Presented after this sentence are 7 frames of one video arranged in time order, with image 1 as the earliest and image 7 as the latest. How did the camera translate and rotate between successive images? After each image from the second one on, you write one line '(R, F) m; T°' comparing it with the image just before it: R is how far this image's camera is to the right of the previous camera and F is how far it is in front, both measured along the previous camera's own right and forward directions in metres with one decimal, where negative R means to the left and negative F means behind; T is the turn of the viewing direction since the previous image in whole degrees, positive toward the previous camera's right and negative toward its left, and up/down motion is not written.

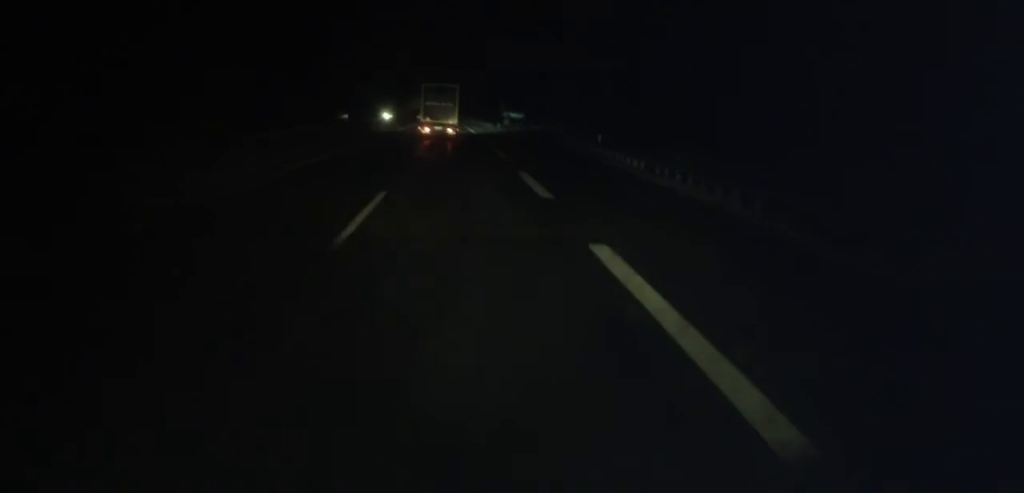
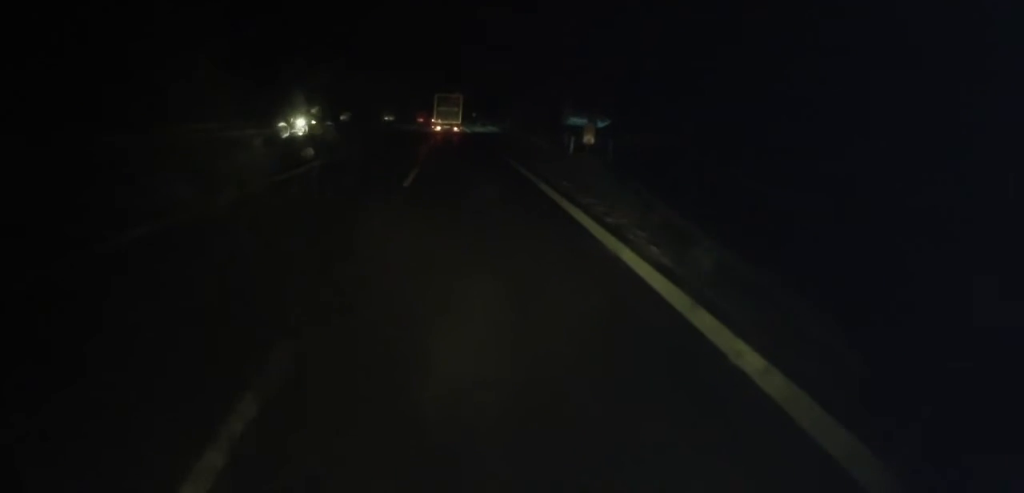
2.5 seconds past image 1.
(-1.0, +45.2) m; 0°
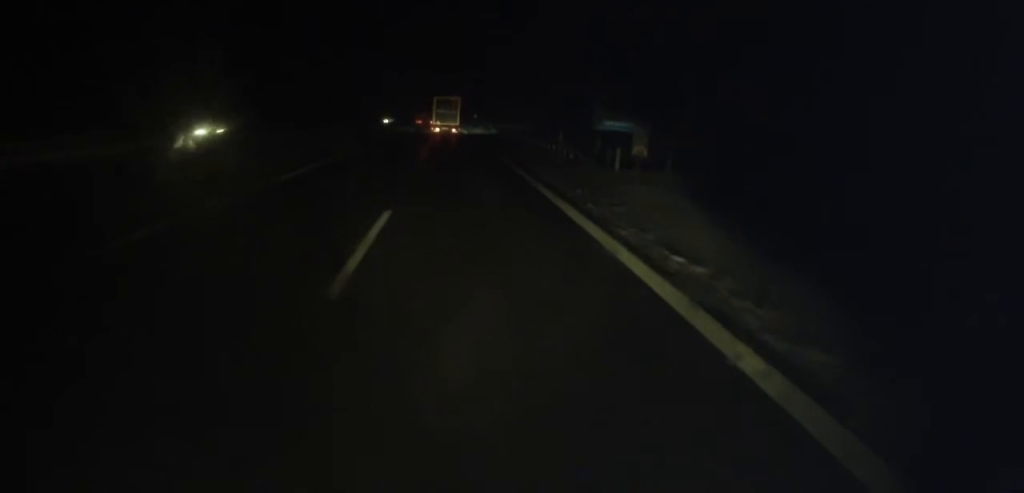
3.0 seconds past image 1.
(+0.2, +9.8) m; 0°
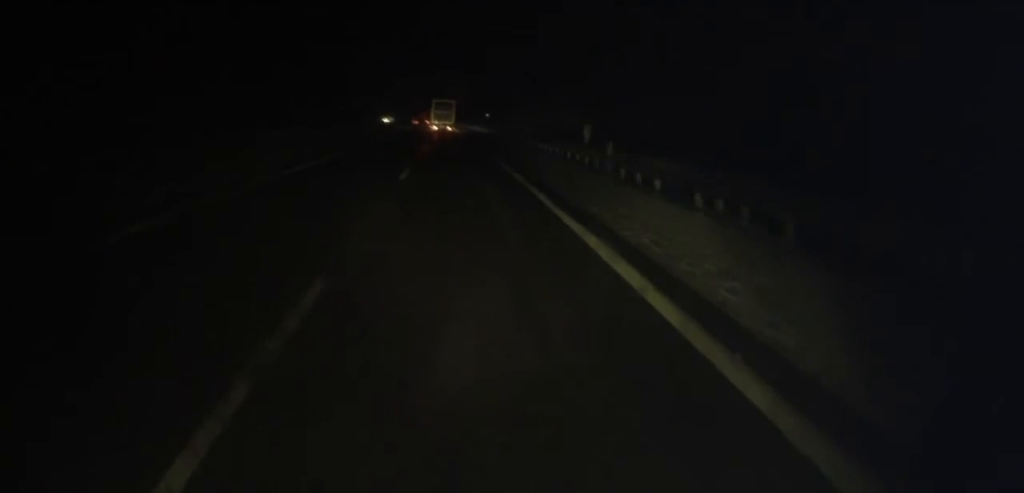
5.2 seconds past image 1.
(-0.6, +40.8) m; 0°
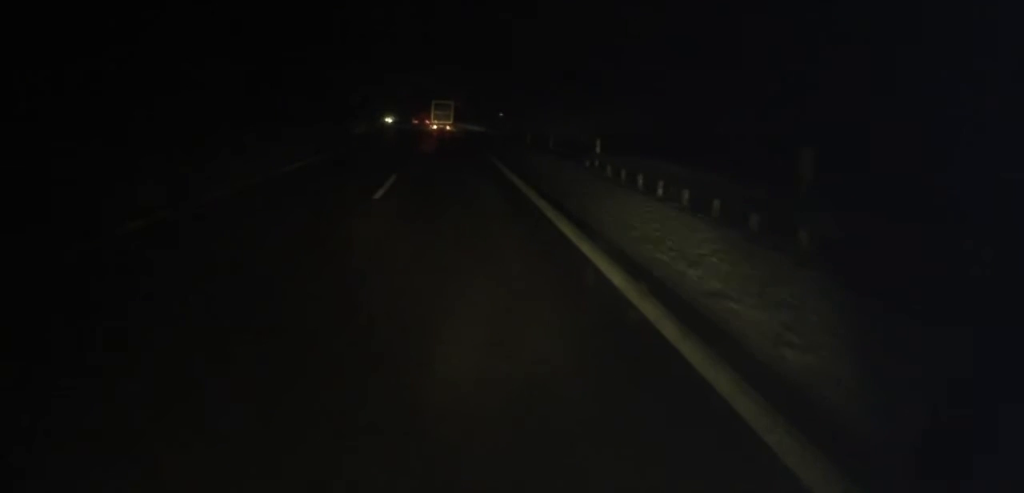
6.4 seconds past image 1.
(+0.3, +22.4) m; 0°
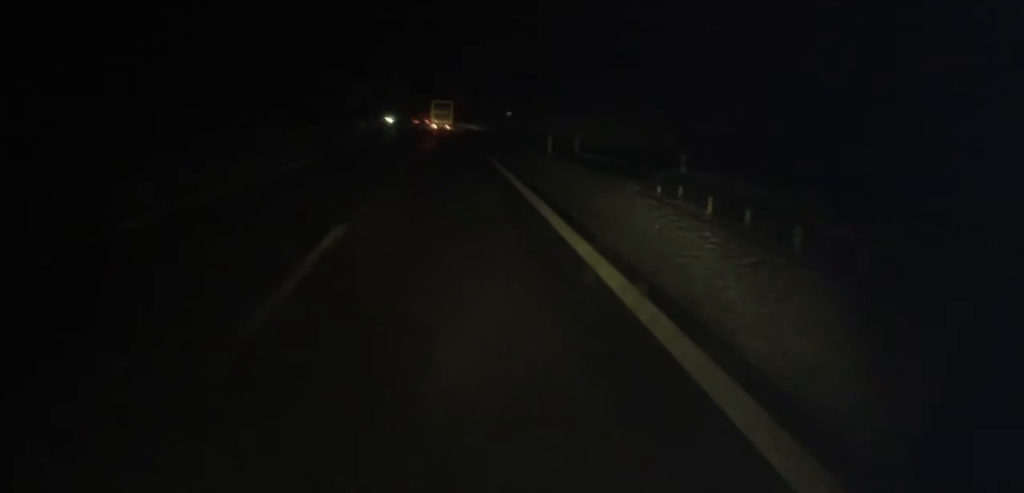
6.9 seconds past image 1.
(-0.2, +9.7) m; -1°
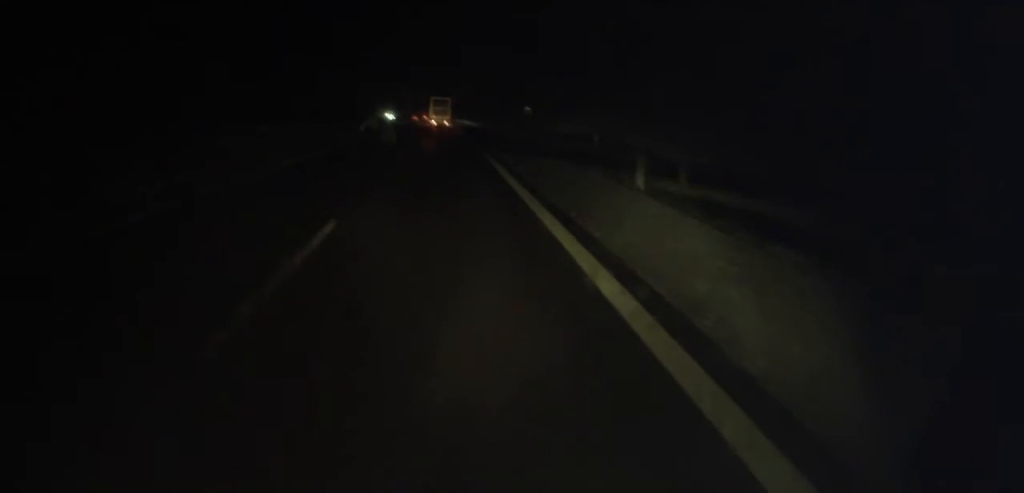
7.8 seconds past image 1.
(-0.2, +17.6) m; -1°
